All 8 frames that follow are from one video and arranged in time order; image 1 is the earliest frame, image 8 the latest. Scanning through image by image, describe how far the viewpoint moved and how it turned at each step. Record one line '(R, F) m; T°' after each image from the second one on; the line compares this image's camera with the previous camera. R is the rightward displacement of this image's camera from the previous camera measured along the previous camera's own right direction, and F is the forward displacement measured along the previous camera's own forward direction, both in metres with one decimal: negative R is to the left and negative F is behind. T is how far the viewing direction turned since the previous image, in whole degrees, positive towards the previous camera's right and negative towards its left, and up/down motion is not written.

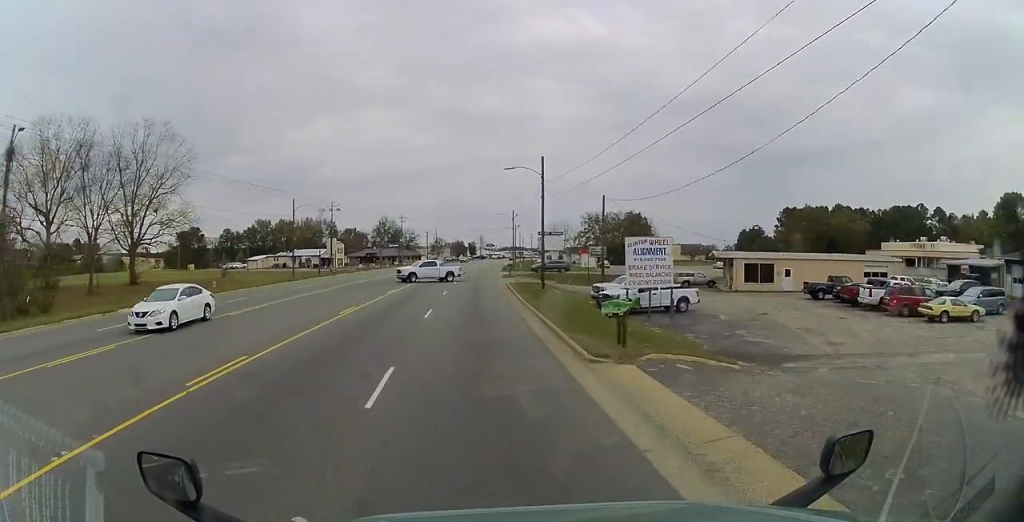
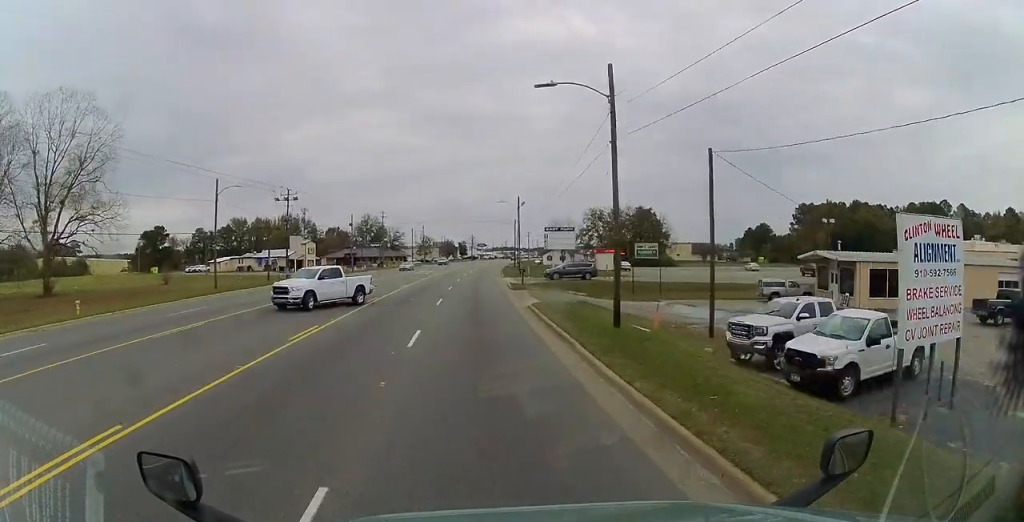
(0.0, +18.1) m; +2°
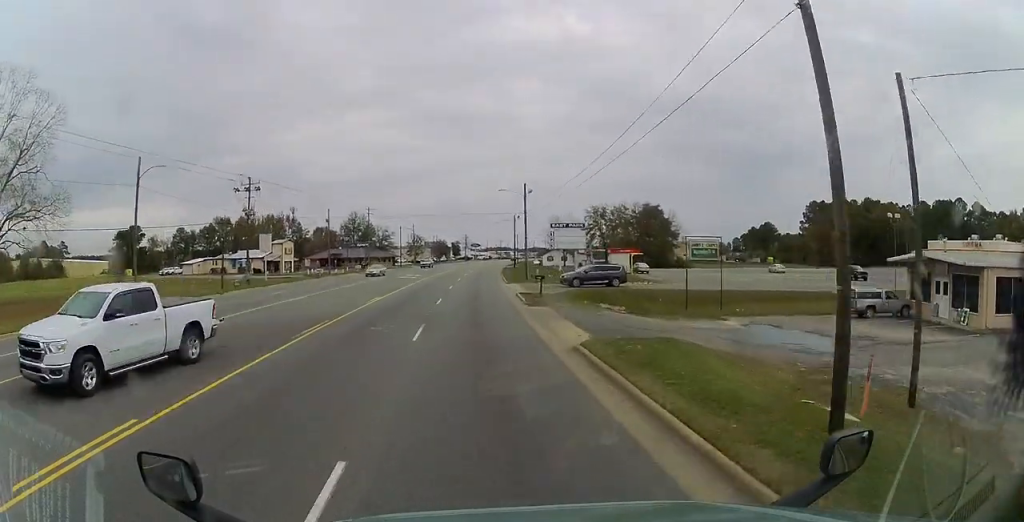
(+0.3, +11.2) m; 0°
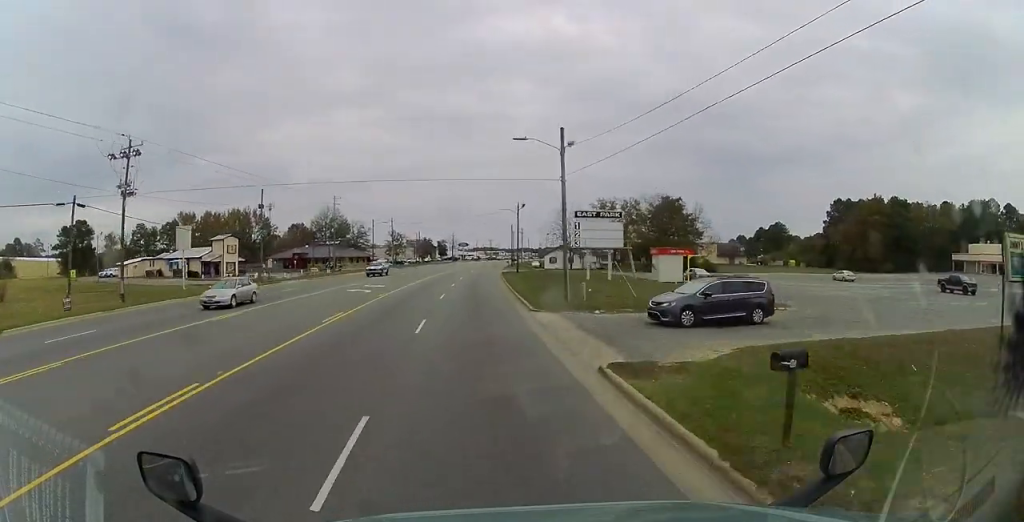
(-0.3, +21.8) m; -1°
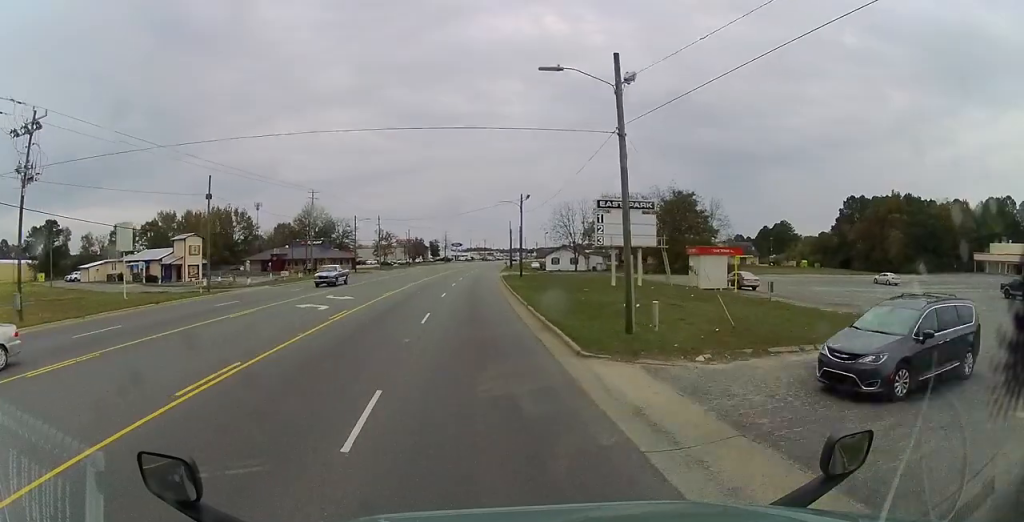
(+0.1, +10.5) m; +1°
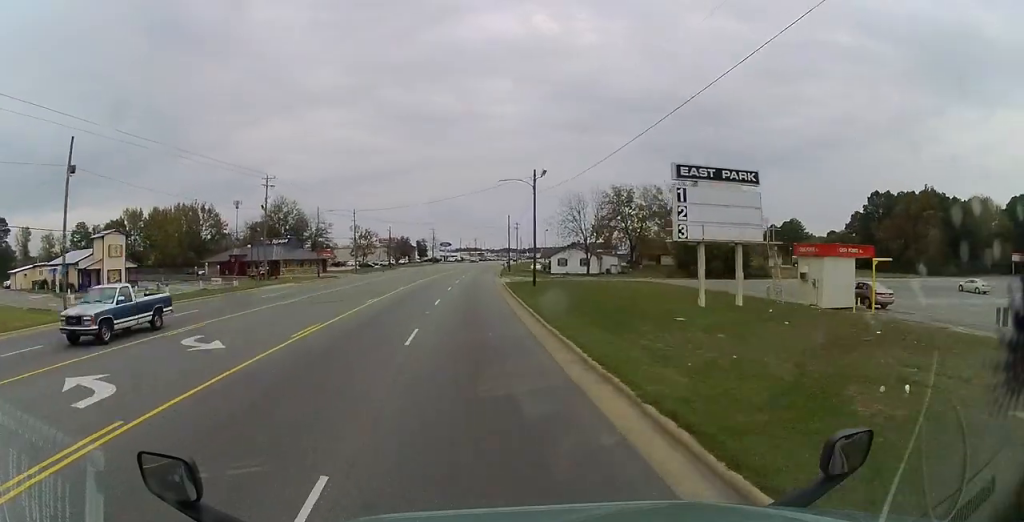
(+0.3, +16.8) m; +2°
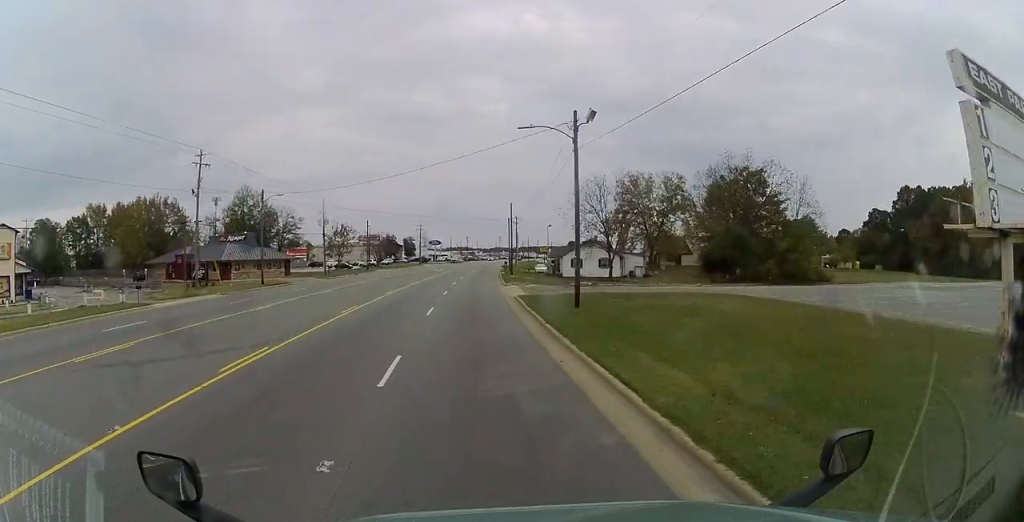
(+0.2, +17.0) m; +1°
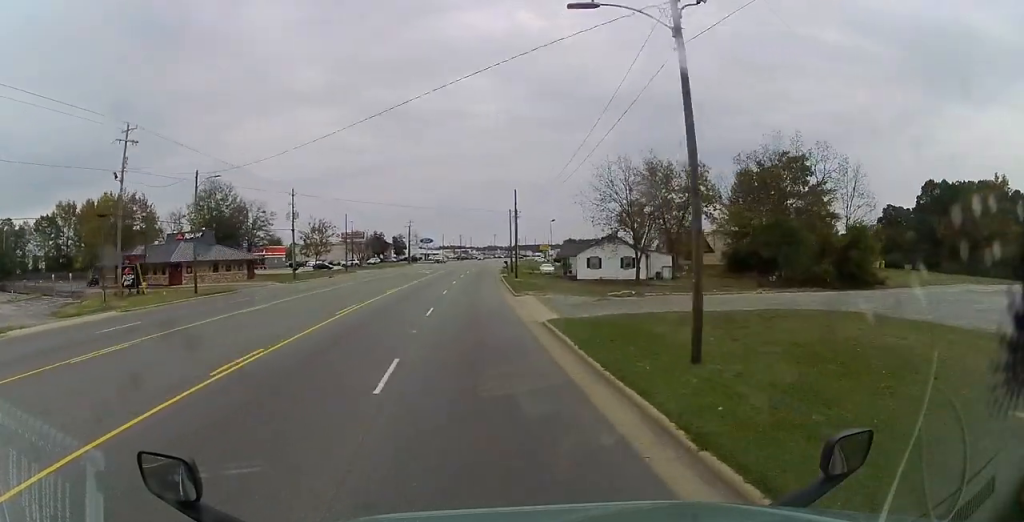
(0.0, +12.6) m; +1°
